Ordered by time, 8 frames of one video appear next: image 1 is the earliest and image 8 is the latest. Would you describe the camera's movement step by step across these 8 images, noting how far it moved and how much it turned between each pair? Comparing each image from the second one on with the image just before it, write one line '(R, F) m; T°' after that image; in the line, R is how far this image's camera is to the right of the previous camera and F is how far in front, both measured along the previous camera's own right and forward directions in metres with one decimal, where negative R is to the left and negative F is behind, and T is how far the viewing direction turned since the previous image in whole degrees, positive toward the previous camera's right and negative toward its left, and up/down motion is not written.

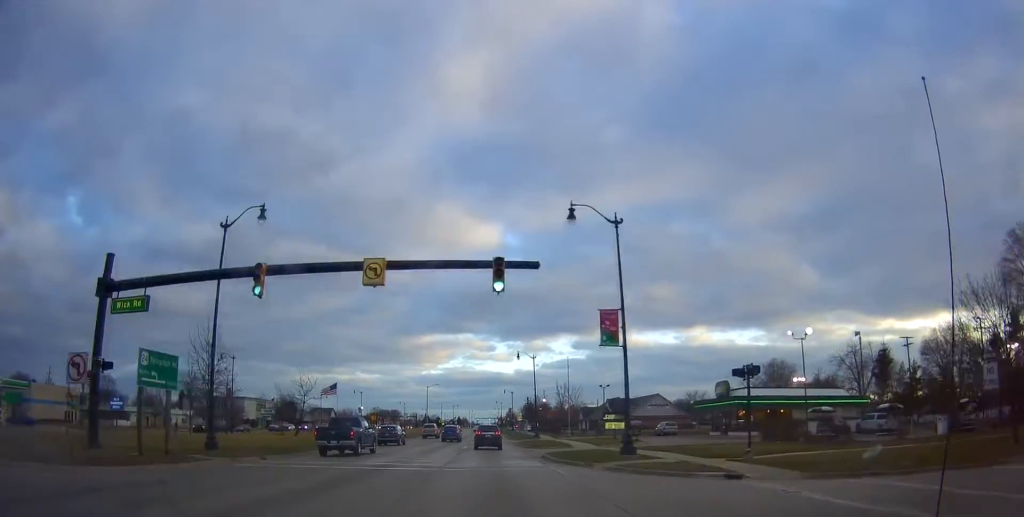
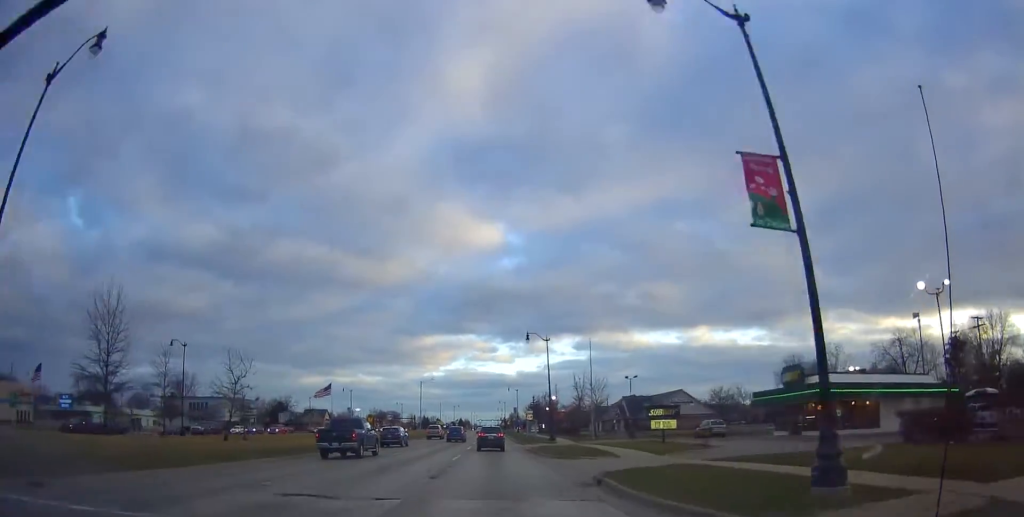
(+0.1, +14.2) m; -1°
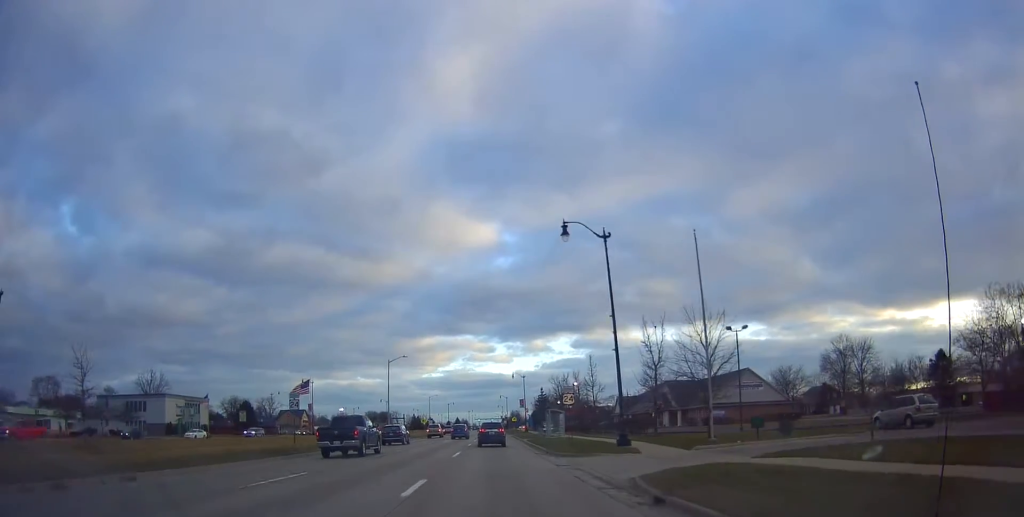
(-0.3, +30.8) m; -1°
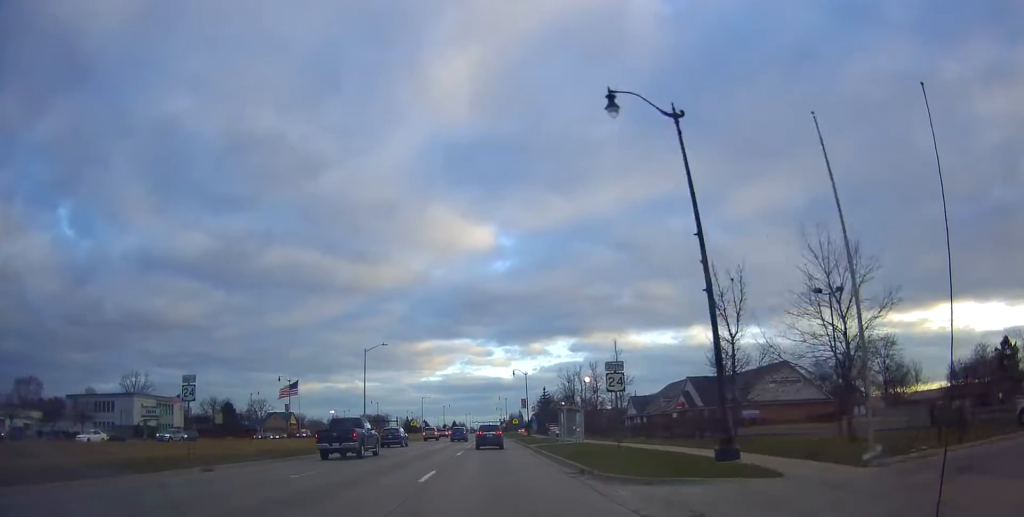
(+0.2, +12.0) m; -1°
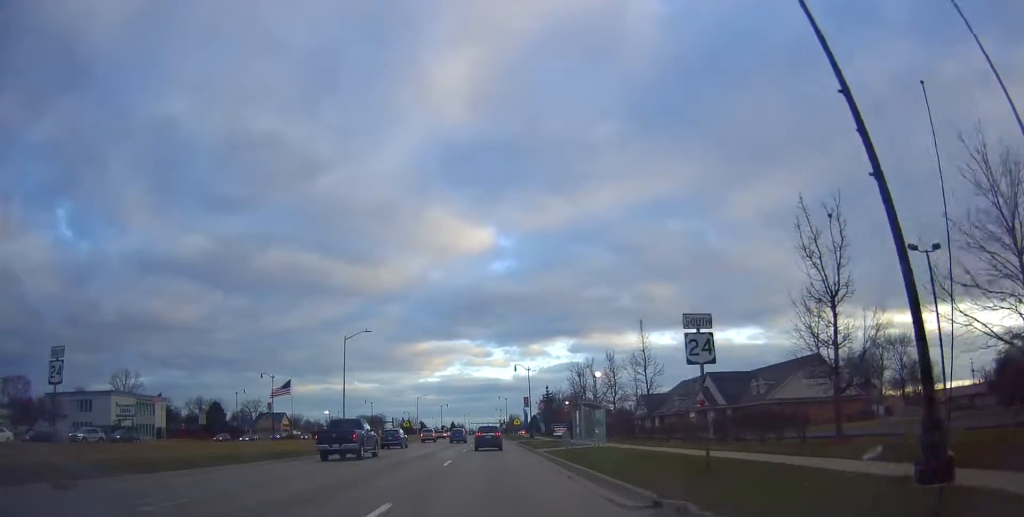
(-0.3, +7.8) m; 0°
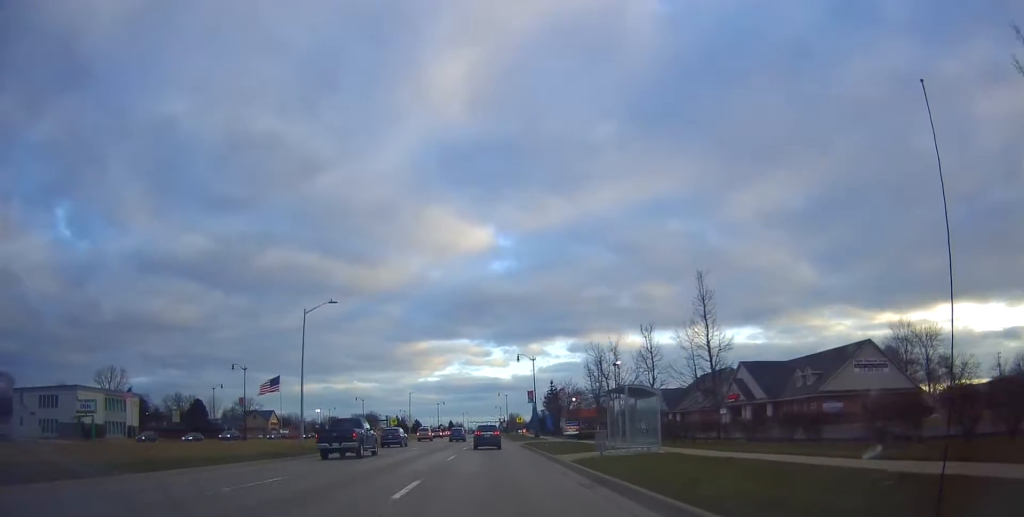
(-0.2, +10.9) m; 0°
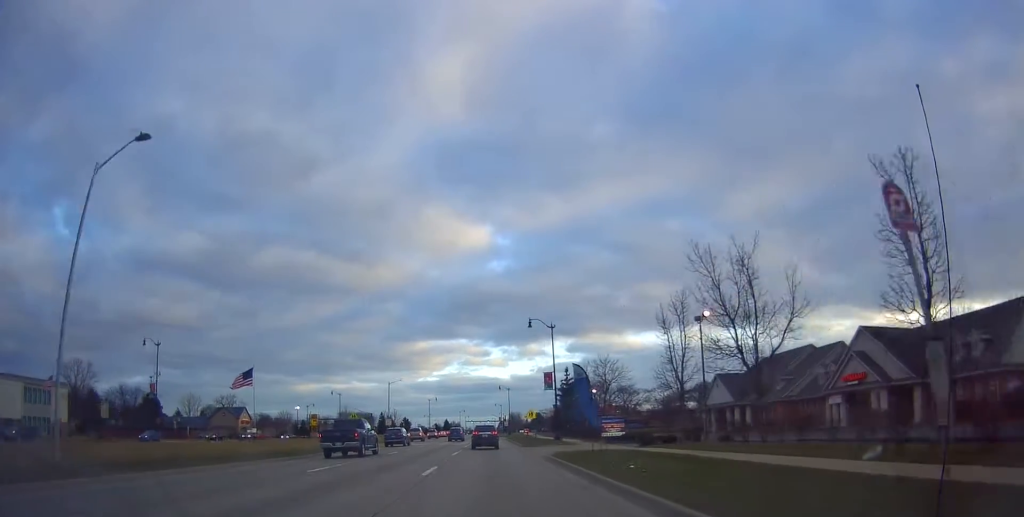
(+0.9, +23.6) m; +2°
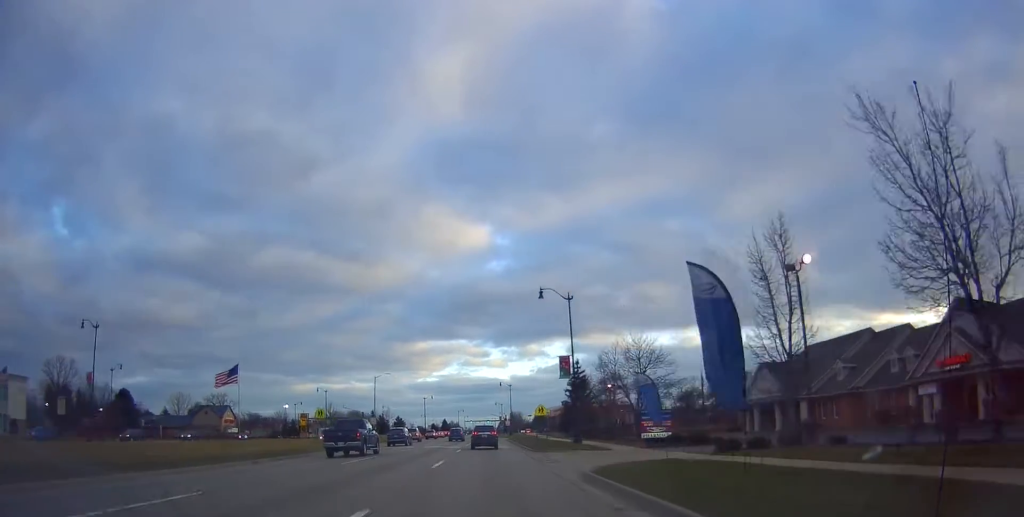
(0.0, +11.5) m; 0°
